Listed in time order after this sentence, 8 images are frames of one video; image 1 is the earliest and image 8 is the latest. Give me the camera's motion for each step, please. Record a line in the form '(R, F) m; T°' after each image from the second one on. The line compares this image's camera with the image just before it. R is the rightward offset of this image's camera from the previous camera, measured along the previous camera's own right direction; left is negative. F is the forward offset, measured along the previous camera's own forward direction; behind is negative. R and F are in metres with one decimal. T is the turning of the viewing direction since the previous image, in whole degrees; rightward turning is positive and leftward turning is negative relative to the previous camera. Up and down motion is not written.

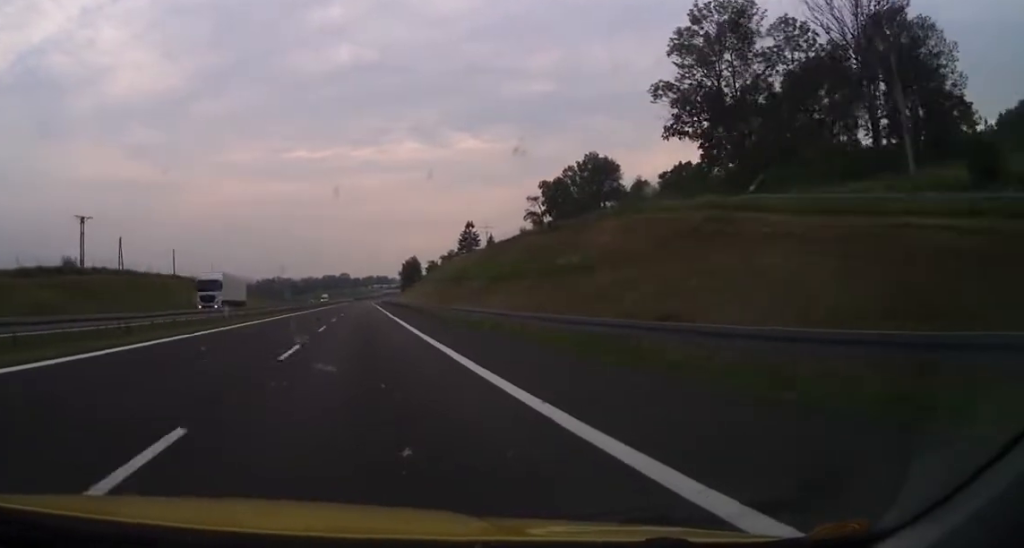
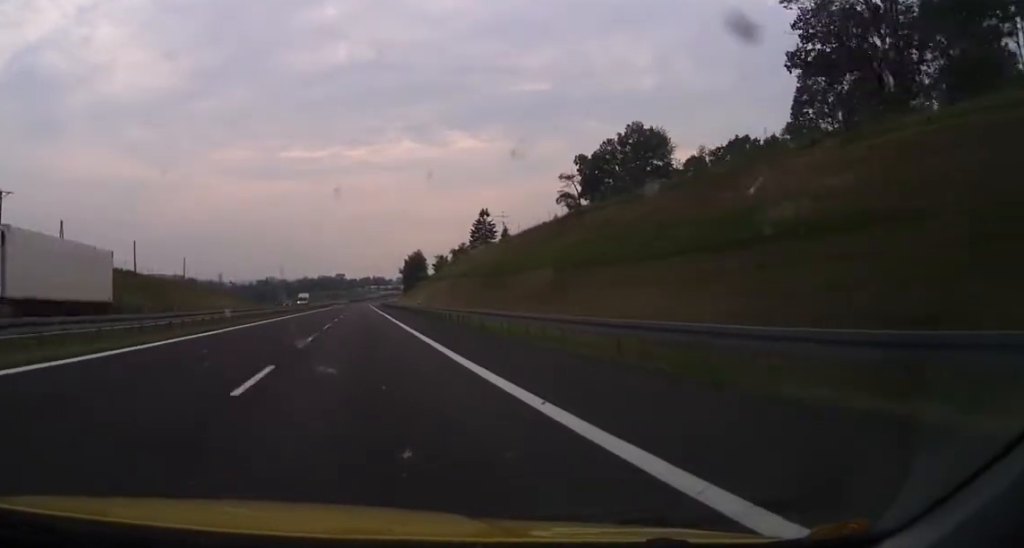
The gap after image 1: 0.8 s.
(+0.2, +27.6) m; +1°
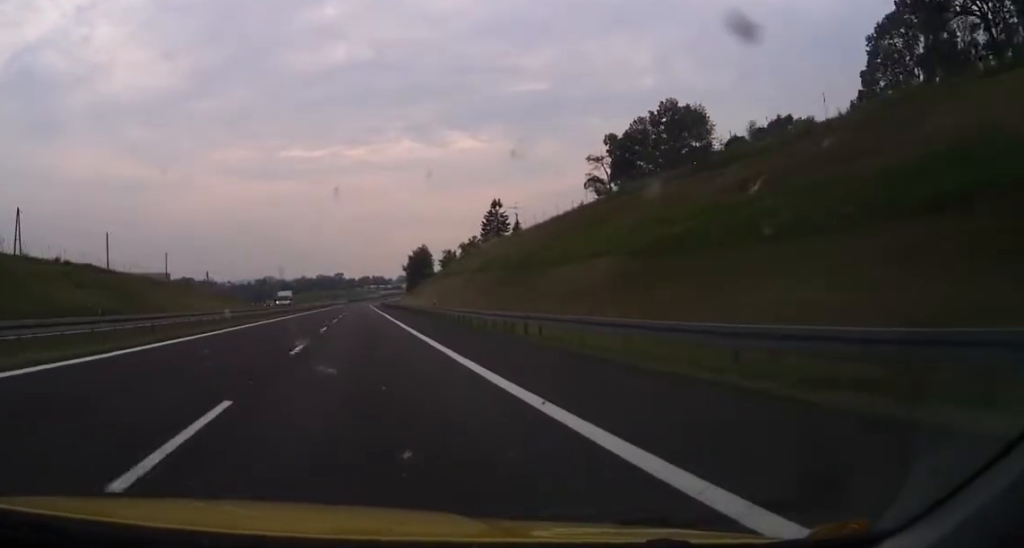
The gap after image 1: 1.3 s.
(+0.3, +15.6) m; +1°
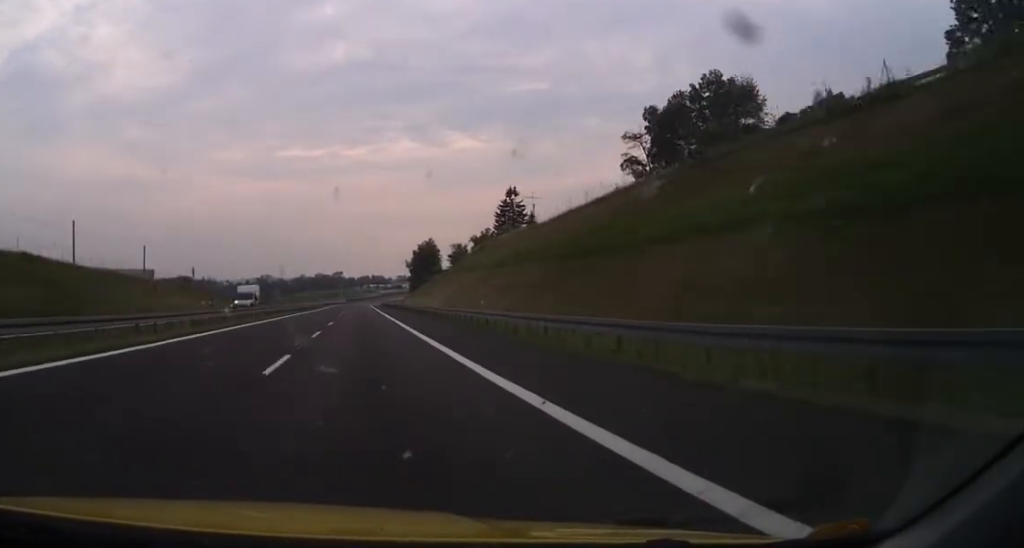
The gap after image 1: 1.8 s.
(+0.1, +15.6) m; 0°
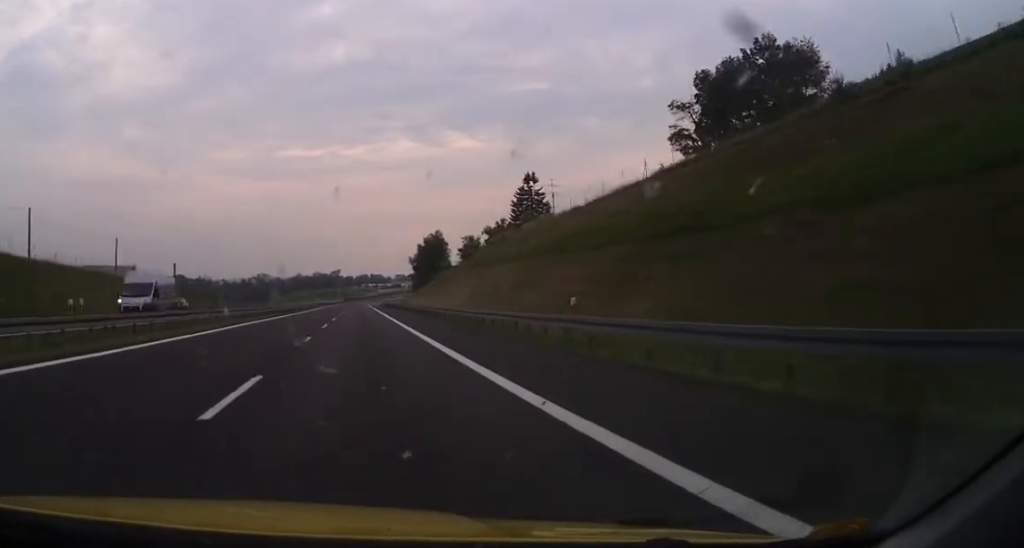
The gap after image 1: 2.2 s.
(0.0, +15.6) m; 0°
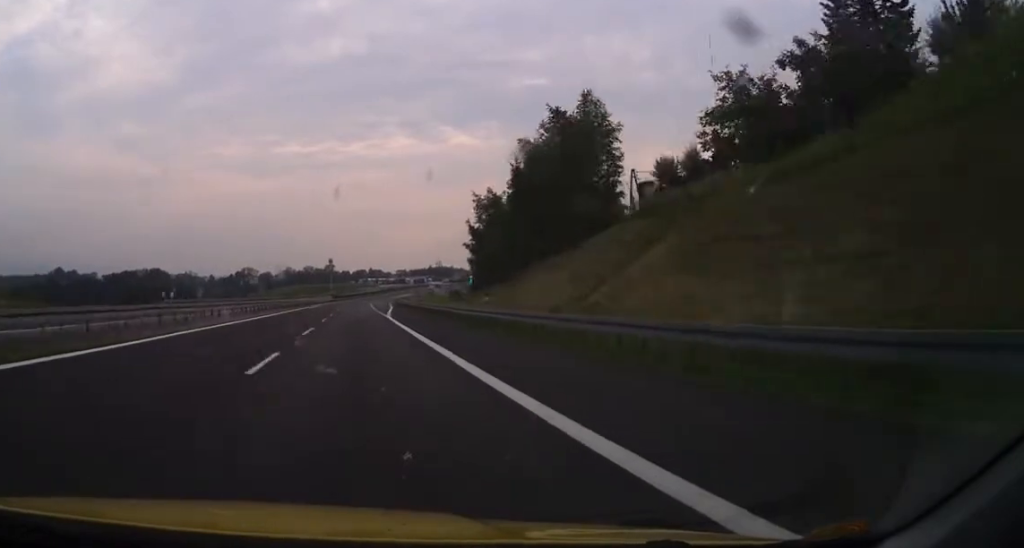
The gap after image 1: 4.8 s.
(0.0, +87.9) m; 0°
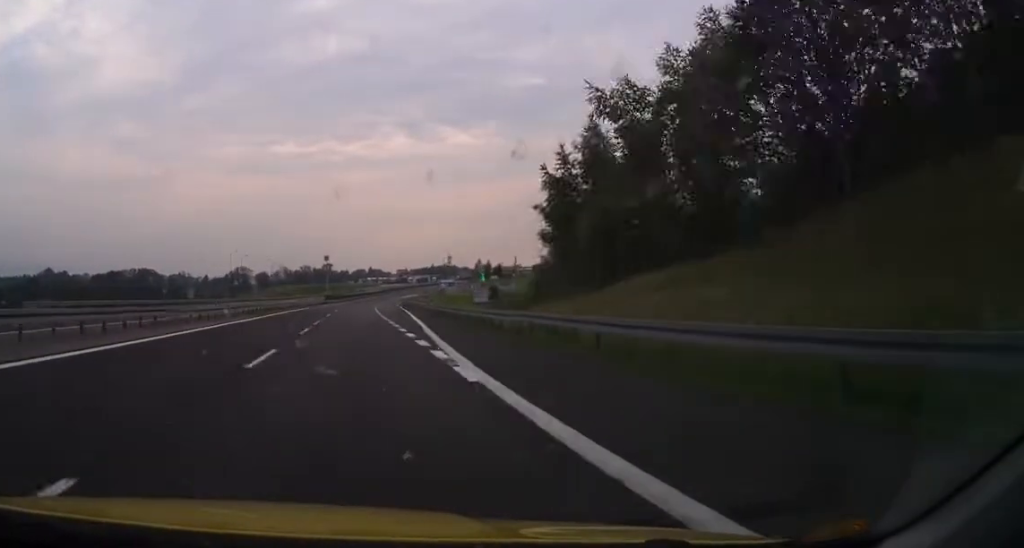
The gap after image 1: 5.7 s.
(0.0, +33.9) m; 0°
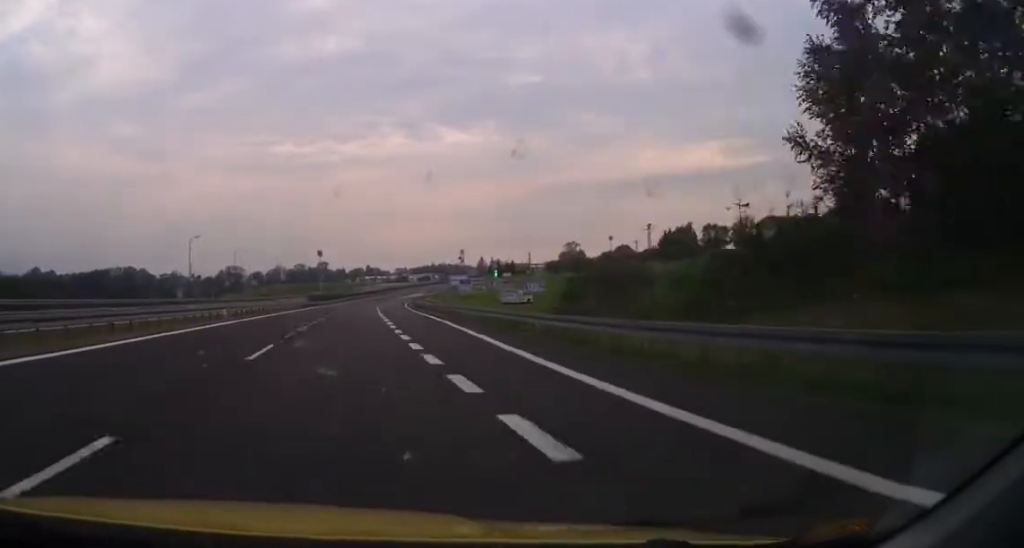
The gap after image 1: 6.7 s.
(0.0, +33.0) m; 0°
